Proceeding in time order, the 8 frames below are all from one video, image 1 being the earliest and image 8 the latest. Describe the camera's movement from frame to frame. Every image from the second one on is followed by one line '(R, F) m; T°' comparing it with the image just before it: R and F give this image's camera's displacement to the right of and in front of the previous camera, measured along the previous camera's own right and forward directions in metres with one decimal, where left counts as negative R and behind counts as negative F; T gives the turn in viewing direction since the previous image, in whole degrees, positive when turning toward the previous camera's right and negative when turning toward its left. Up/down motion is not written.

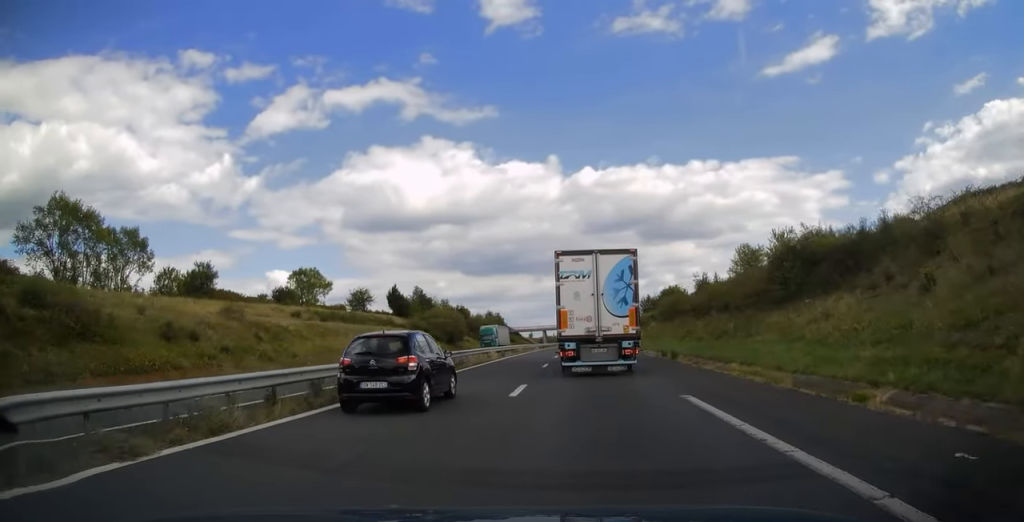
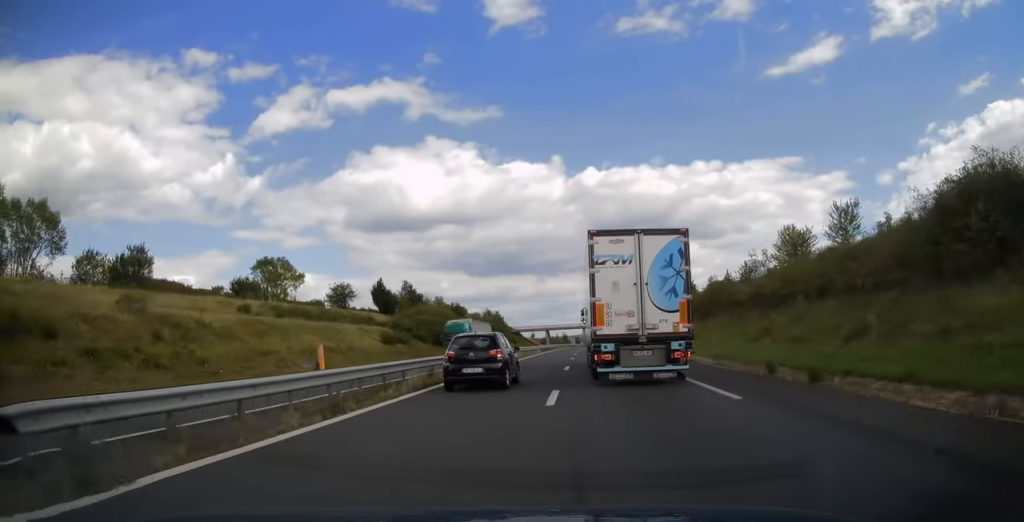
(-0.1, +15.0) m; 0°
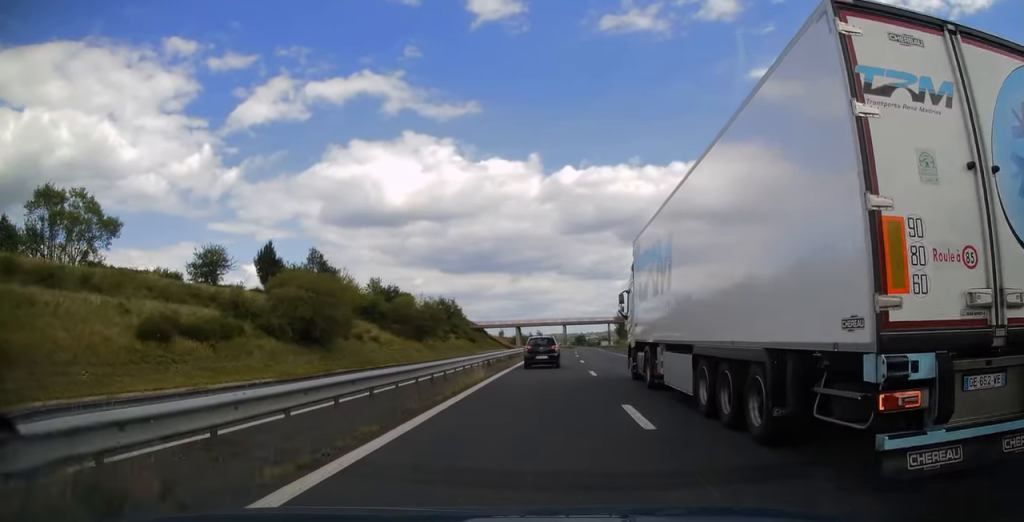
(+0.2, +42.7) m; +1°
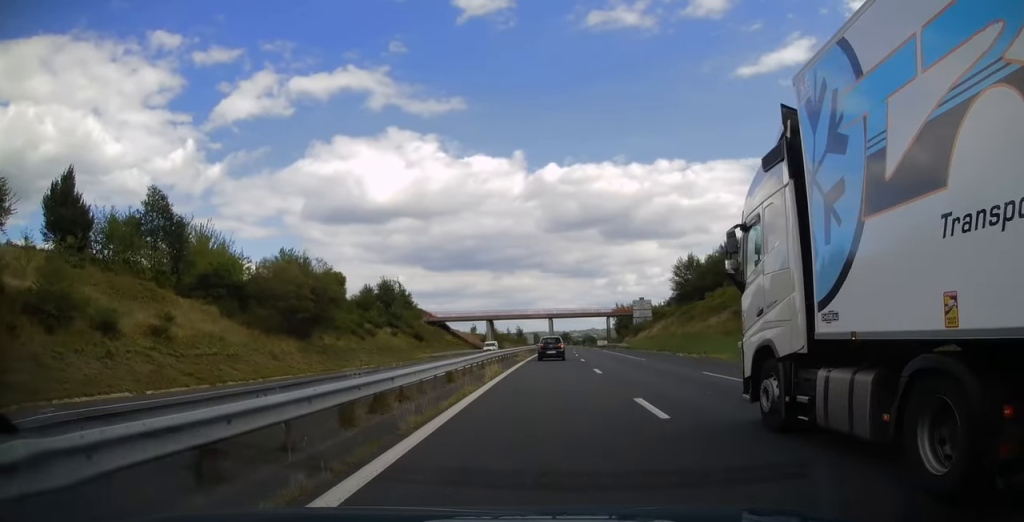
(+0.7, +38.6) m; +2°
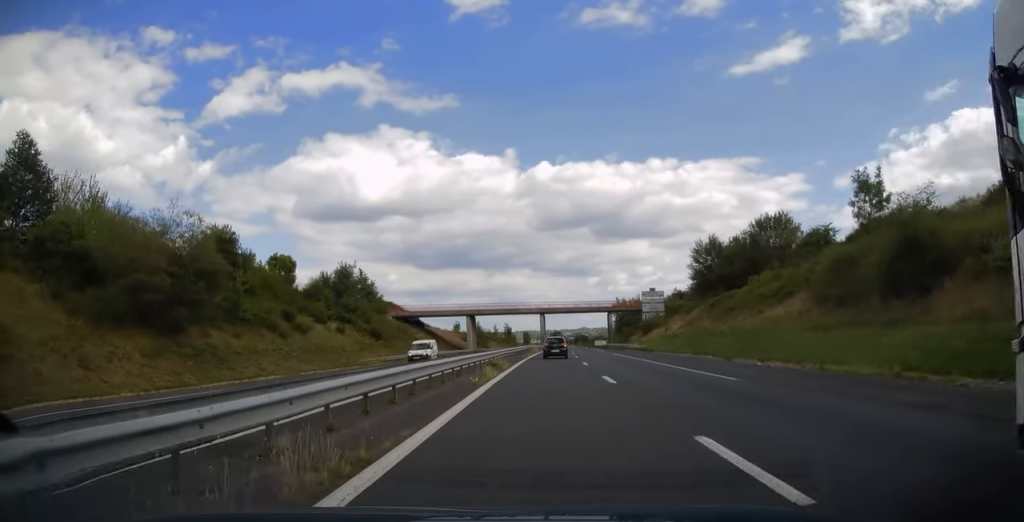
(+0.1, +18.1) m; +1°
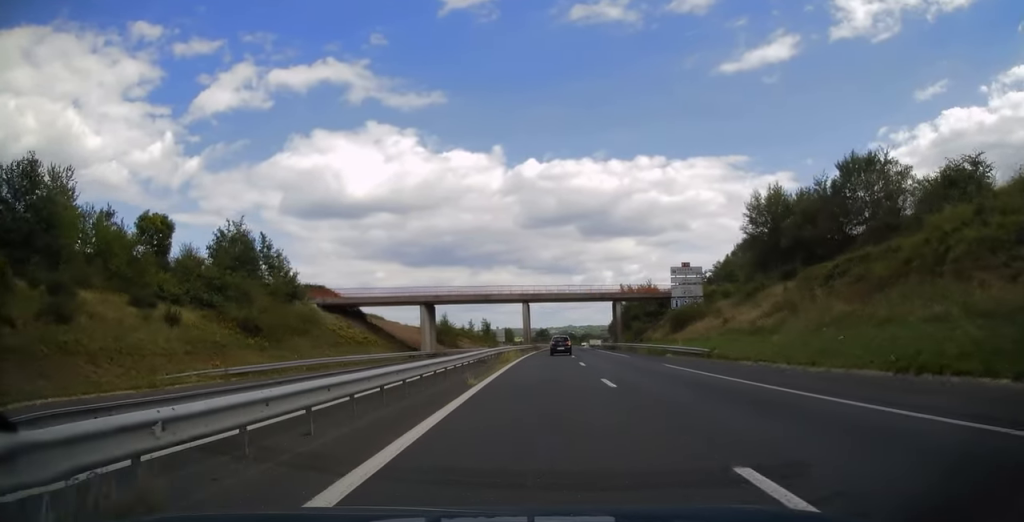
(+0.2, +28.2) m; +1°
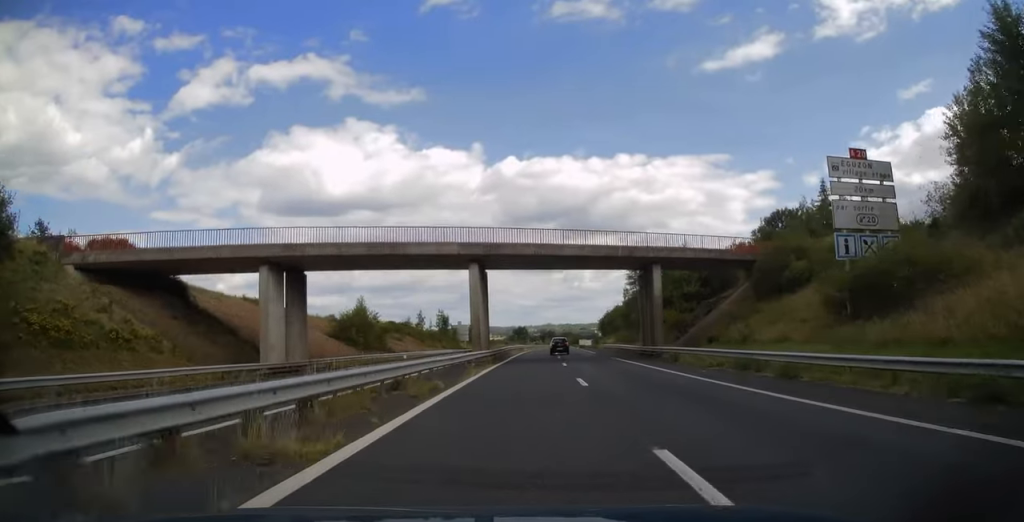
(+0.8, +38.4) m; +2°
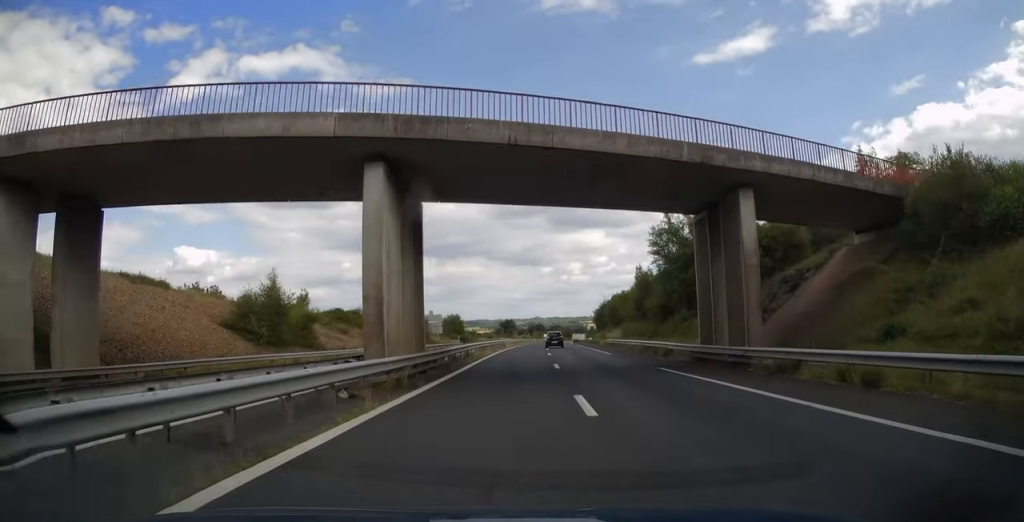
(+0.3, +20.6) m; +1°
